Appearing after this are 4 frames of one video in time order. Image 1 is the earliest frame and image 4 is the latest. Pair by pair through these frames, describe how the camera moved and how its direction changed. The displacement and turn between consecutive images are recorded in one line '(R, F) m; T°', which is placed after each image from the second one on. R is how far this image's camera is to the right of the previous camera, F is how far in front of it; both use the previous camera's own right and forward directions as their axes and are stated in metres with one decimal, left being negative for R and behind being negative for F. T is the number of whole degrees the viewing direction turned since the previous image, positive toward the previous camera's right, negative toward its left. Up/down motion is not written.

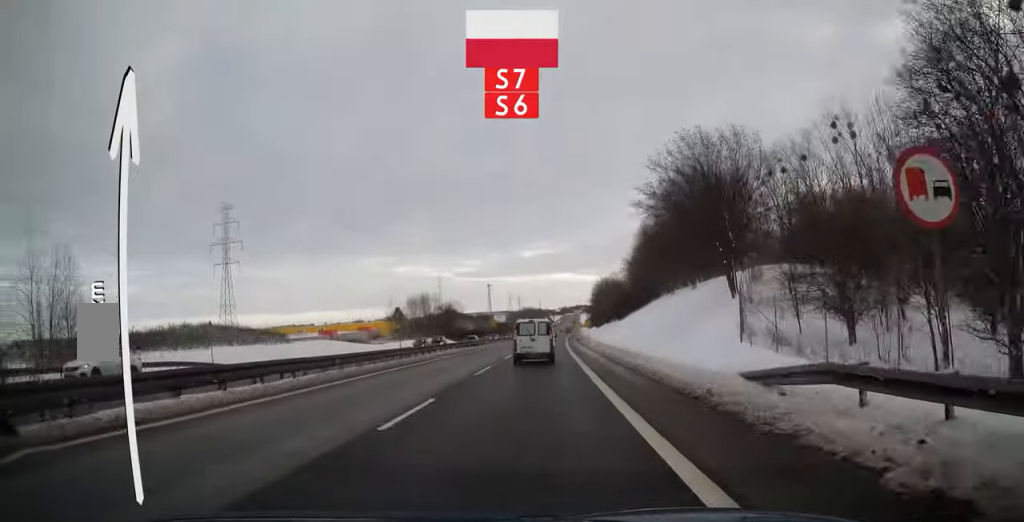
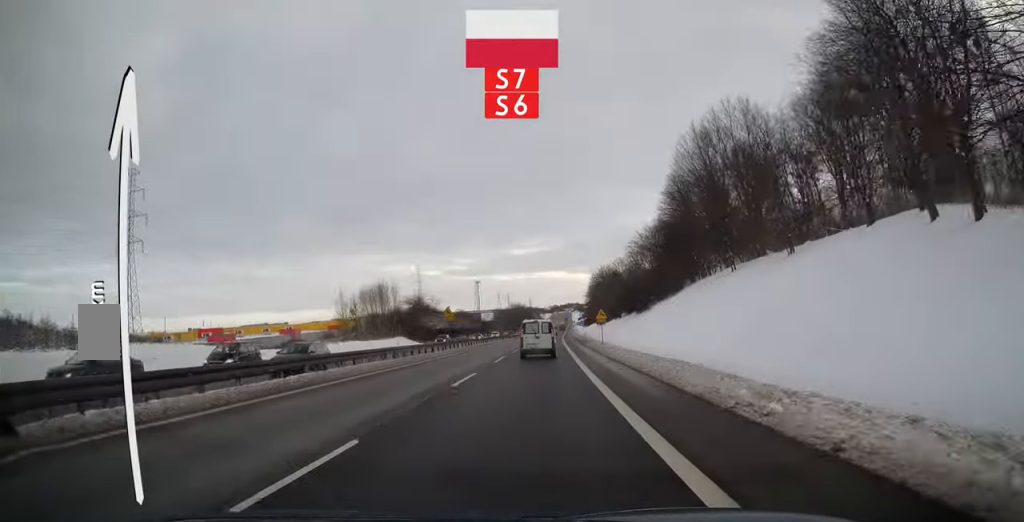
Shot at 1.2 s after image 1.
(+0.4, +28.2) m; +1°
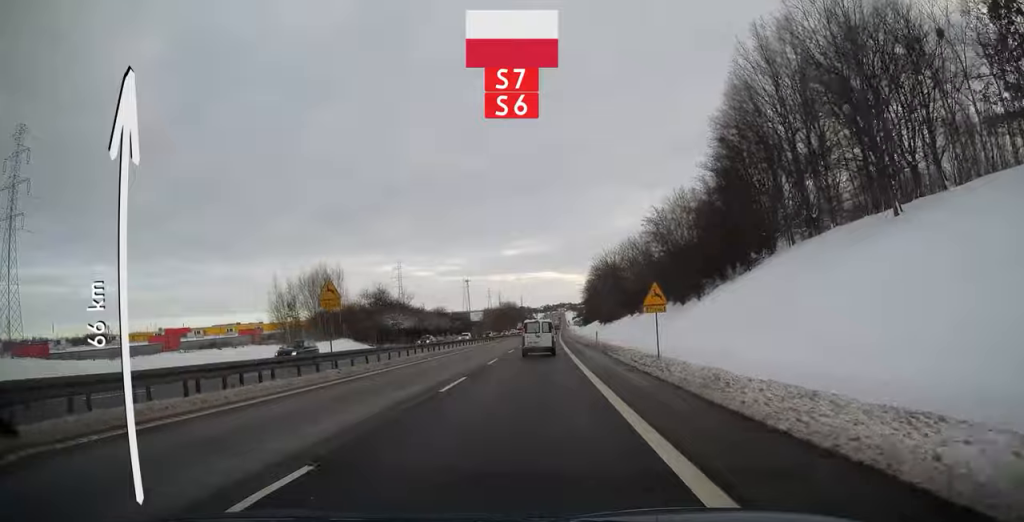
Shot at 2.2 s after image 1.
(+0.2, +24.9) m; +1°
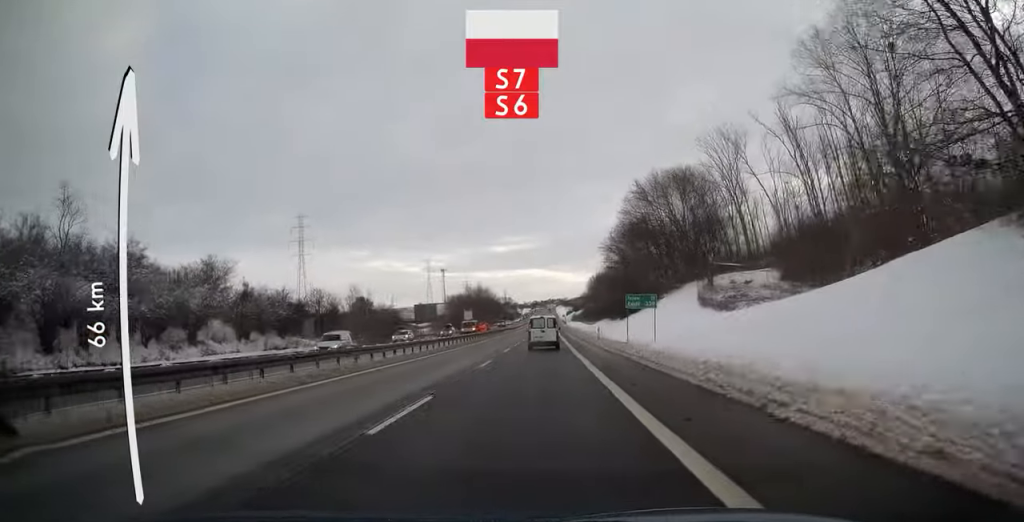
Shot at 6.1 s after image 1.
(+1.5, +101.0) m; +1°
